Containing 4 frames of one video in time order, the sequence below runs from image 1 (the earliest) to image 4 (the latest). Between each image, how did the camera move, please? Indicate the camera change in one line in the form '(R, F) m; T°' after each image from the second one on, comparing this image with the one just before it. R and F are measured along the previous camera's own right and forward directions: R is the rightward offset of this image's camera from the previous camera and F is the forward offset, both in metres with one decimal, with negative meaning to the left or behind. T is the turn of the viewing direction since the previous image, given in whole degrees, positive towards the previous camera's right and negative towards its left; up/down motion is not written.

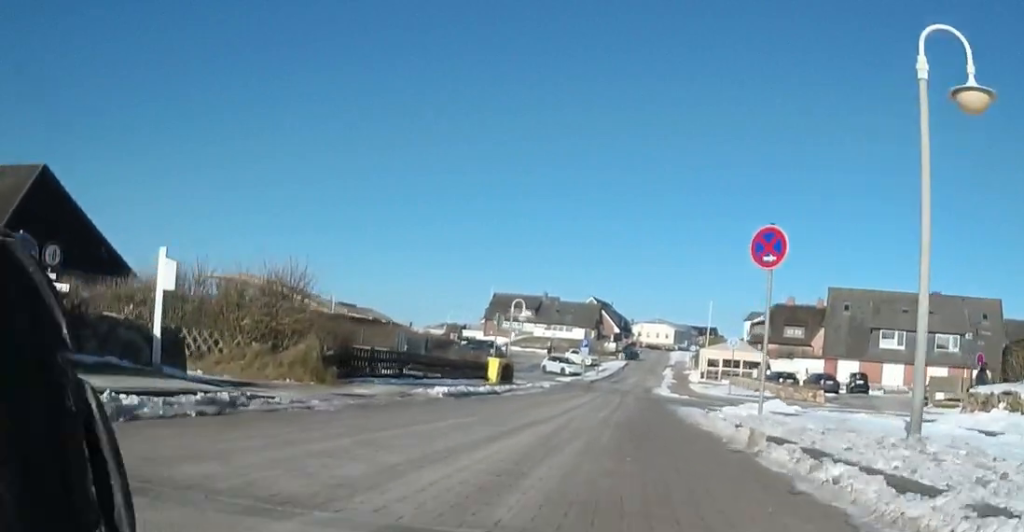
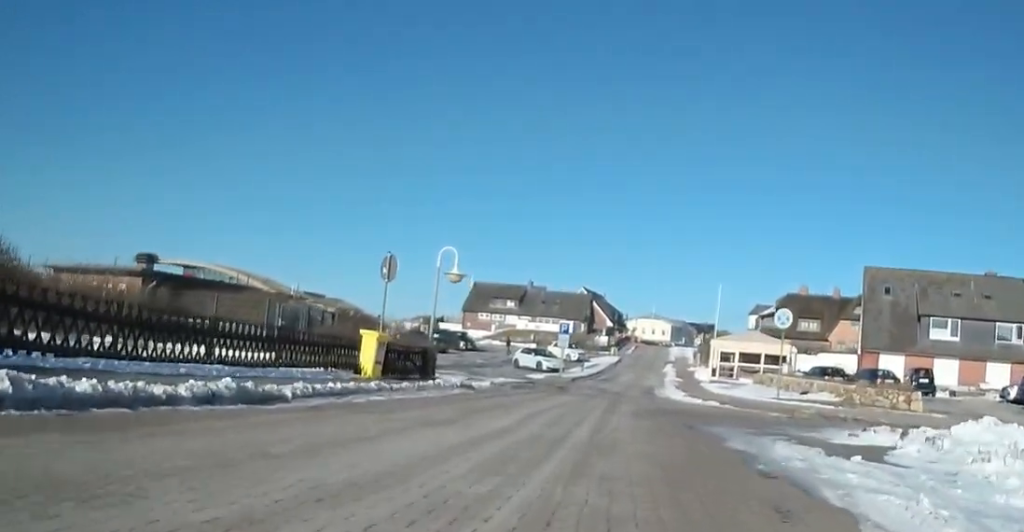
(0.0, +13.4) m; 0°
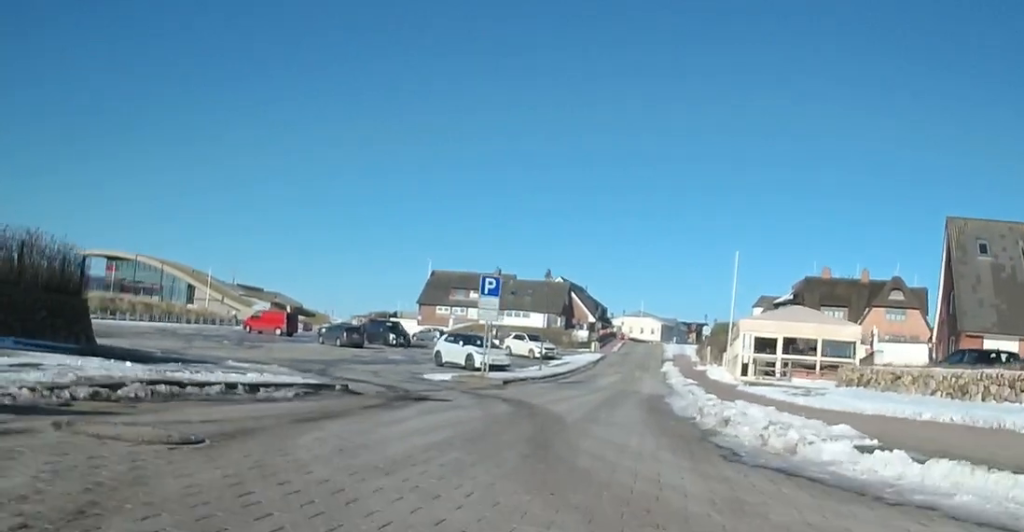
(0.0, +19.4) m; 0°
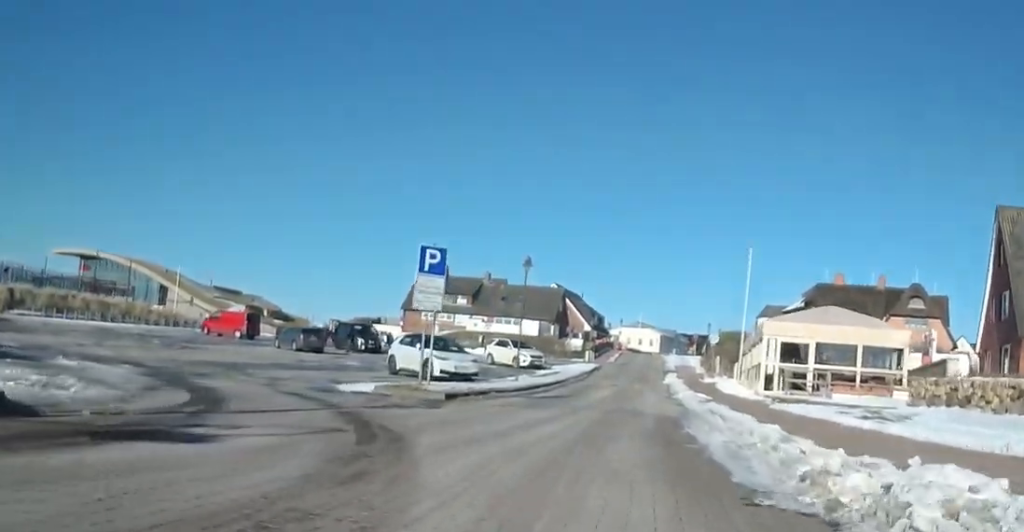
(0.0, +7.0) m; +4°
